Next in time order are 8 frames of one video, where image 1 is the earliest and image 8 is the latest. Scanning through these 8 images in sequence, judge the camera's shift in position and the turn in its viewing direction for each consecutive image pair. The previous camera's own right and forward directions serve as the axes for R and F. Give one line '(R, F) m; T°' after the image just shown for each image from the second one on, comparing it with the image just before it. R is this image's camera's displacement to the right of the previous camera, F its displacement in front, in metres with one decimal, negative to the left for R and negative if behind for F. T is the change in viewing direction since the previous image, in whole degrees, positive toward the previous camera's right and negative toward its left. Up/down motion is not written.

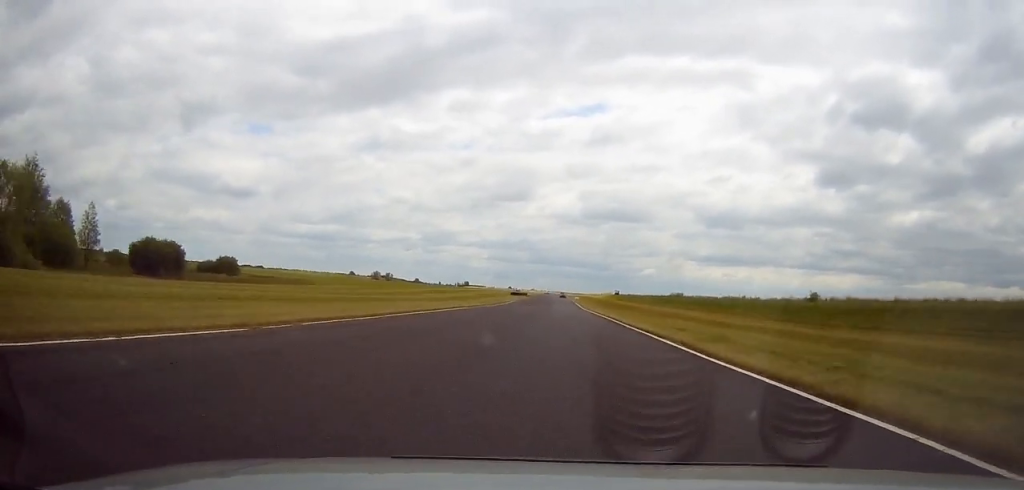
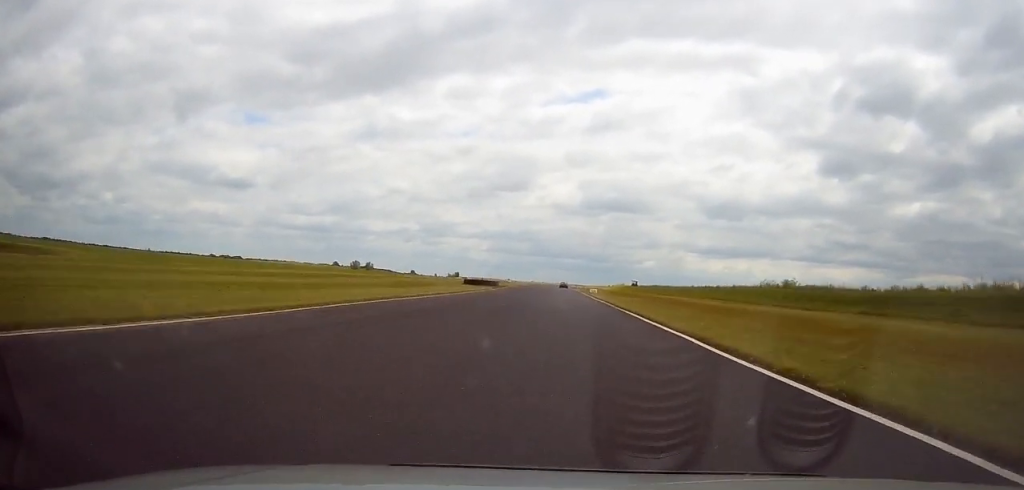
(0.0, +78.4) m; 0°
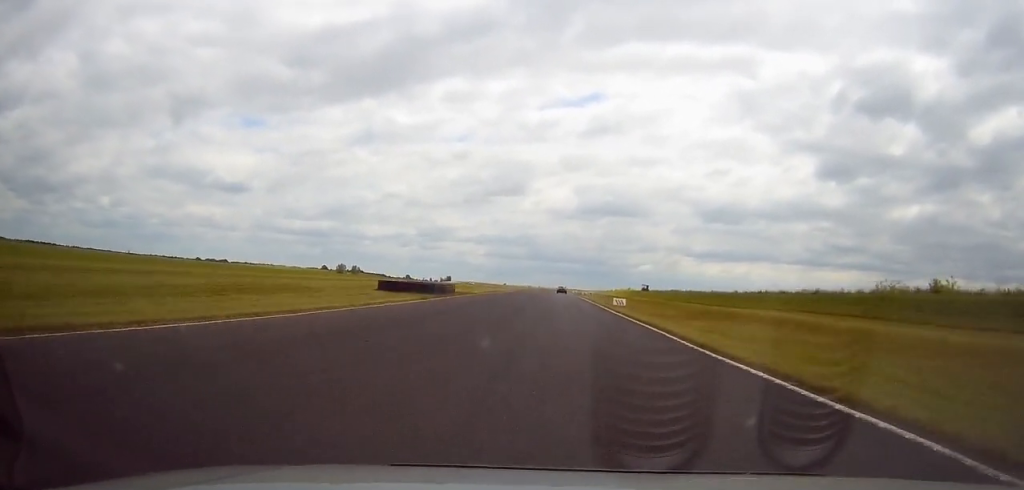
(0.0, +37.1) m; 0°
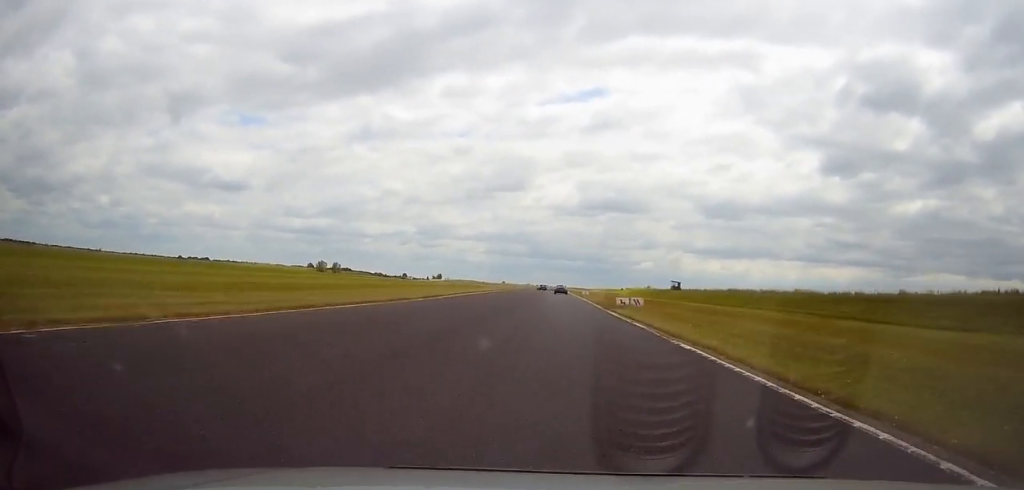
(+0.2, +56.2) m; 0°
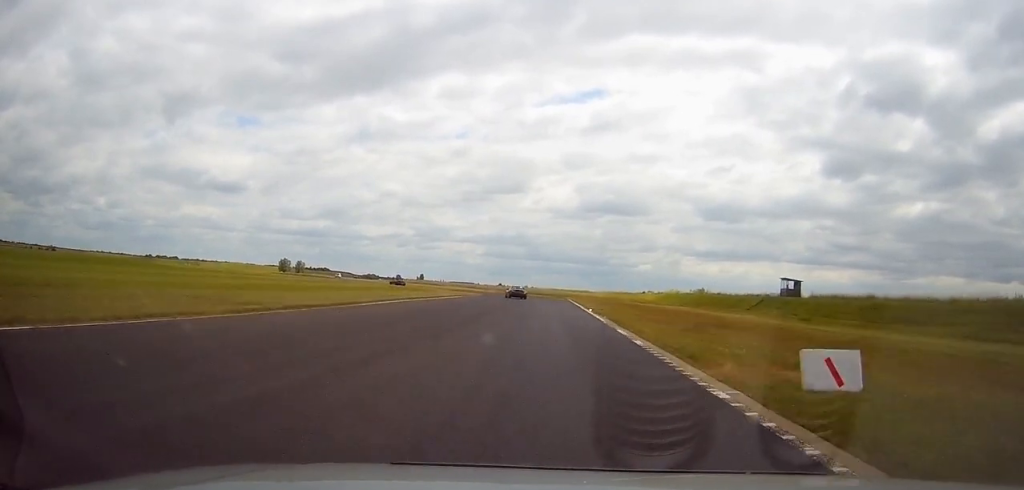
(+0.5, +81.9) m; -1°
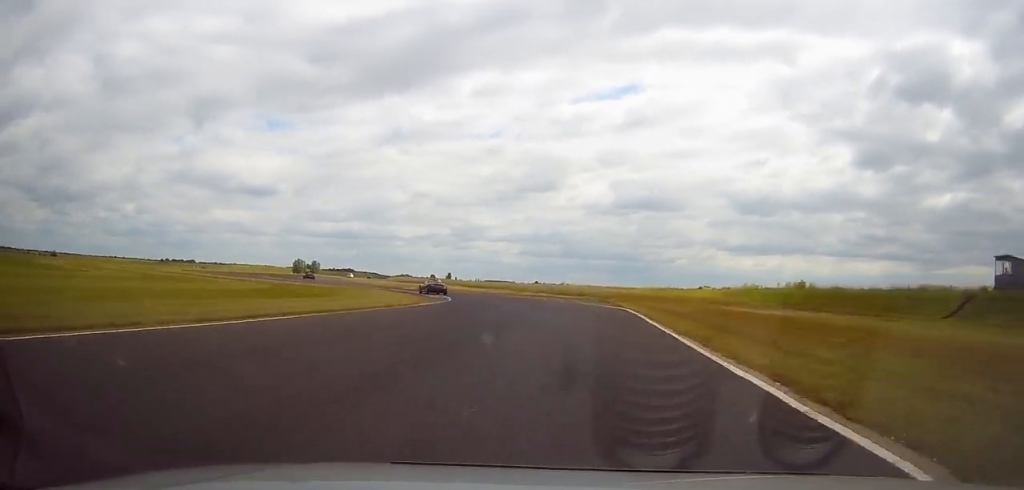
(-1.3, +39.5) m; -6°
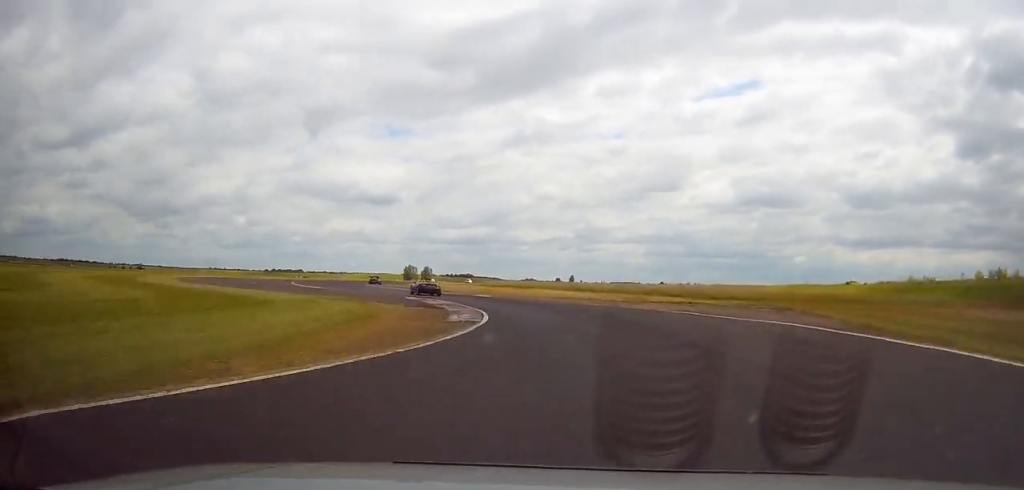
(-0.2, +26.6) m; -8°
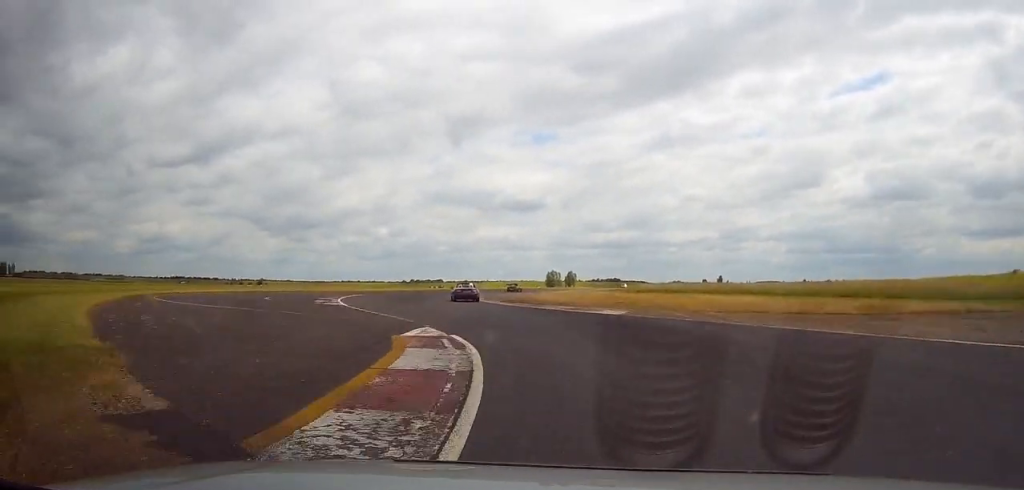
(-3.0, +23.1) m; -10°
